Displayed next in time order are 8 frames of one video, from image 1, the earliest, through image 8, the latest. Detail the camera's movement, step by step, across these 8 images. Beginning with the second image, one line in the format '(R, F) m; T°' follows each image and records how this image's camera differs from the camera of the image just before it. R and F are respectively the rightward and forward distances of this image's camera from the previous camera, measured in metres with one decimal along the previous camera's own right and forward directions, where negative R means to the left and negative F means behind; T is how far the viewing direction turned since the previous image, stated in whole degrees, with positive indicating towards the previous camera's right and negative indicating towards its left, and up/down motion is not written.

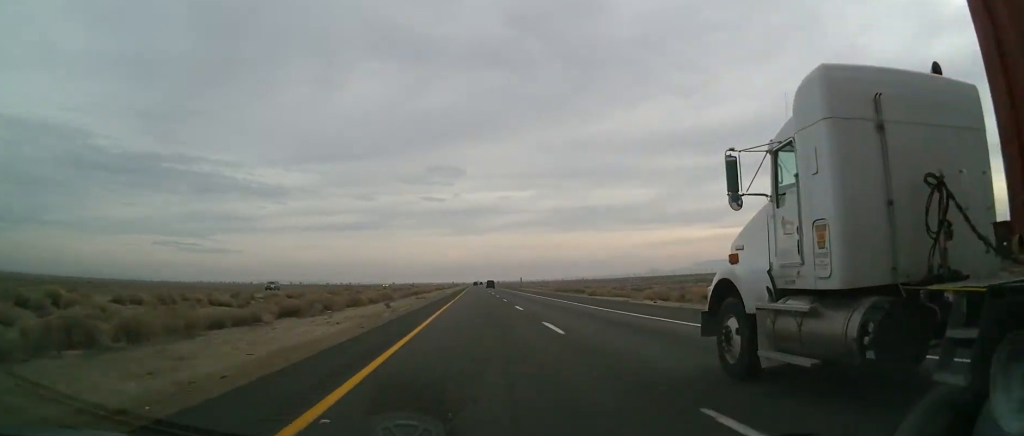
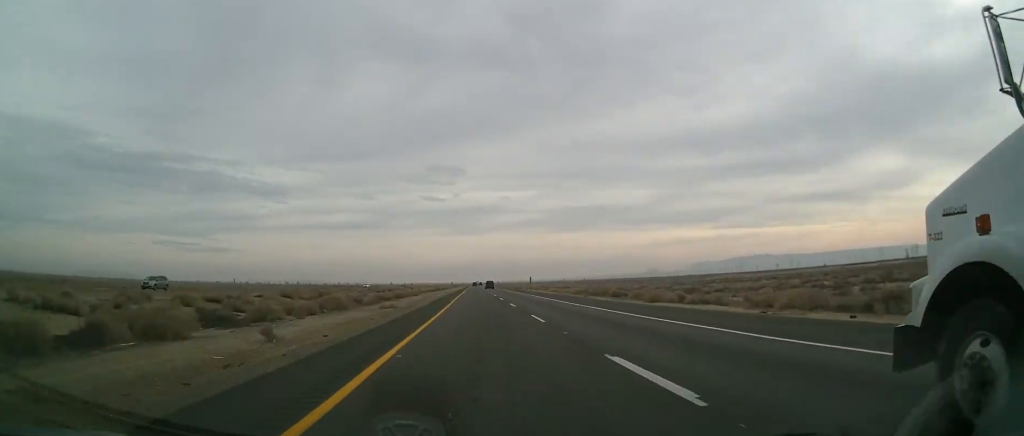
(-0.1, +23.9) m; 0°
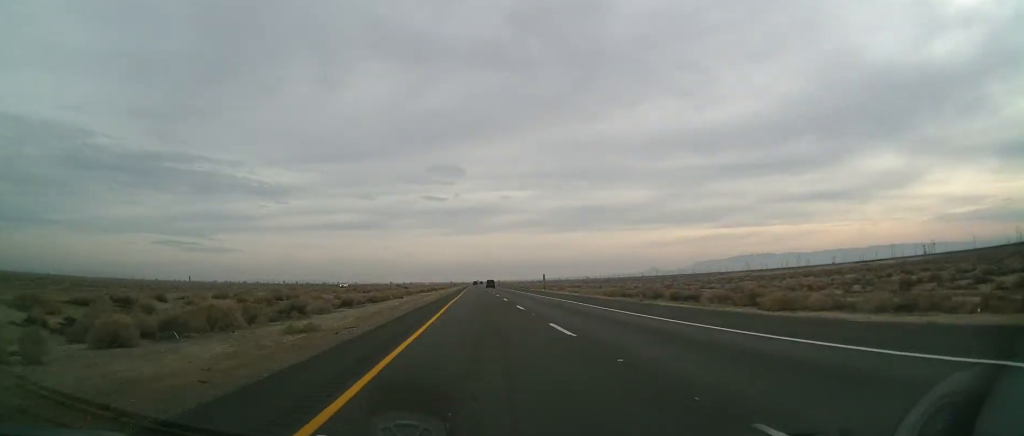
(-0.1, +20.4) m; +1°
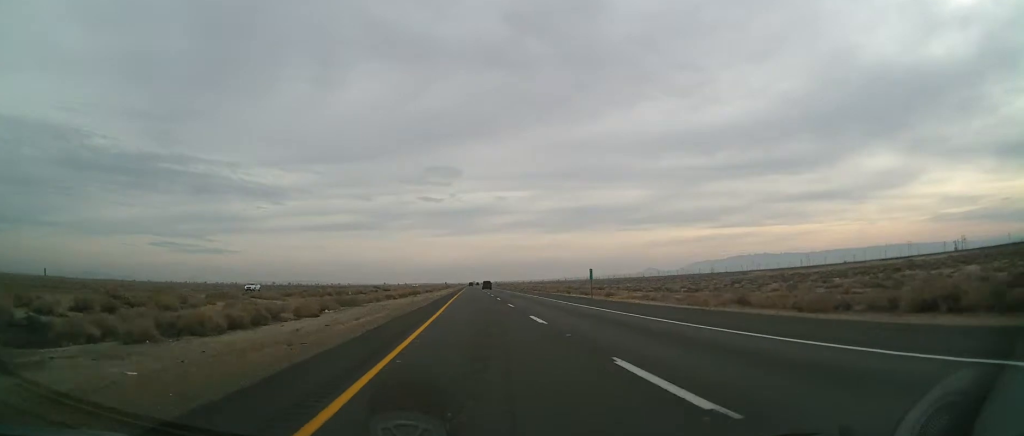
(+0.6, +38.3) m; 0°
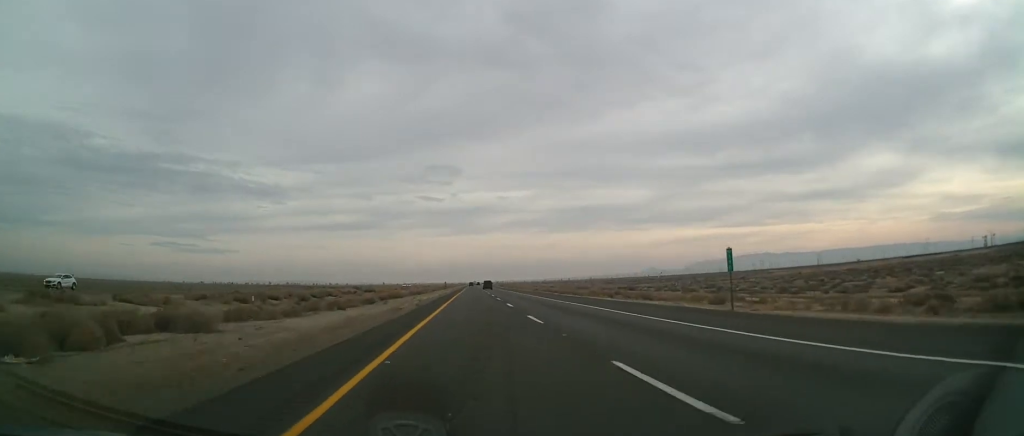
(-0.5, +29.3) m; 0°
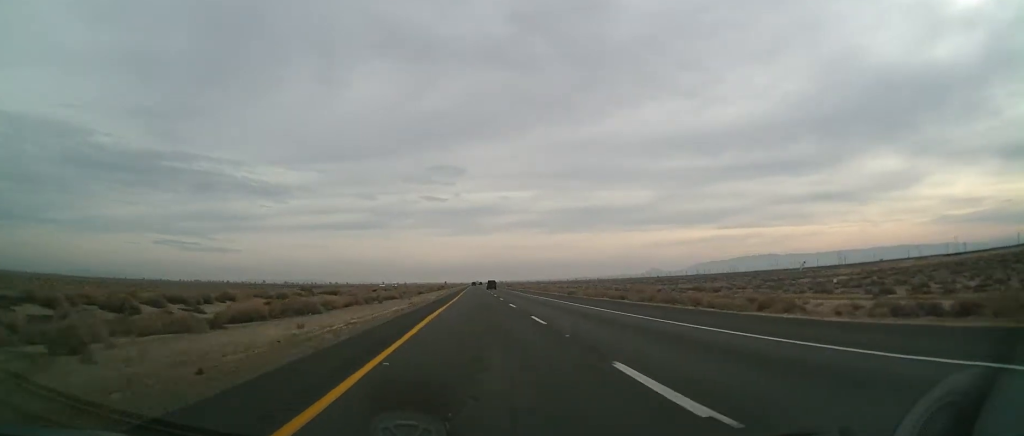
(+0.4, +43.8) m; 0°
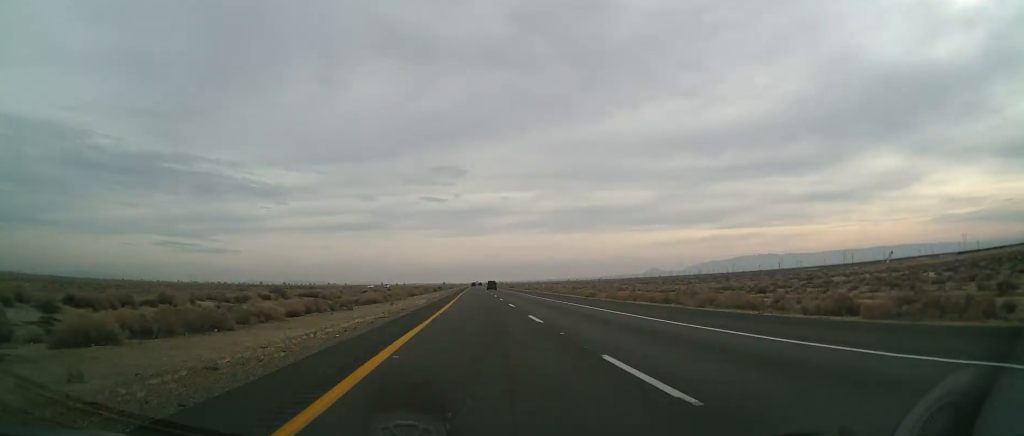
(-0.2, +13.5) m; 0°
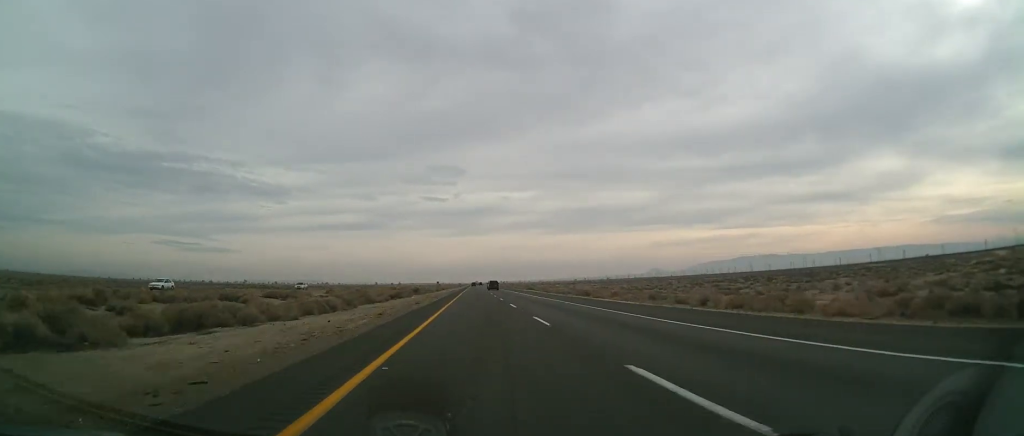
(-0.2, +74.3) m; 0°
